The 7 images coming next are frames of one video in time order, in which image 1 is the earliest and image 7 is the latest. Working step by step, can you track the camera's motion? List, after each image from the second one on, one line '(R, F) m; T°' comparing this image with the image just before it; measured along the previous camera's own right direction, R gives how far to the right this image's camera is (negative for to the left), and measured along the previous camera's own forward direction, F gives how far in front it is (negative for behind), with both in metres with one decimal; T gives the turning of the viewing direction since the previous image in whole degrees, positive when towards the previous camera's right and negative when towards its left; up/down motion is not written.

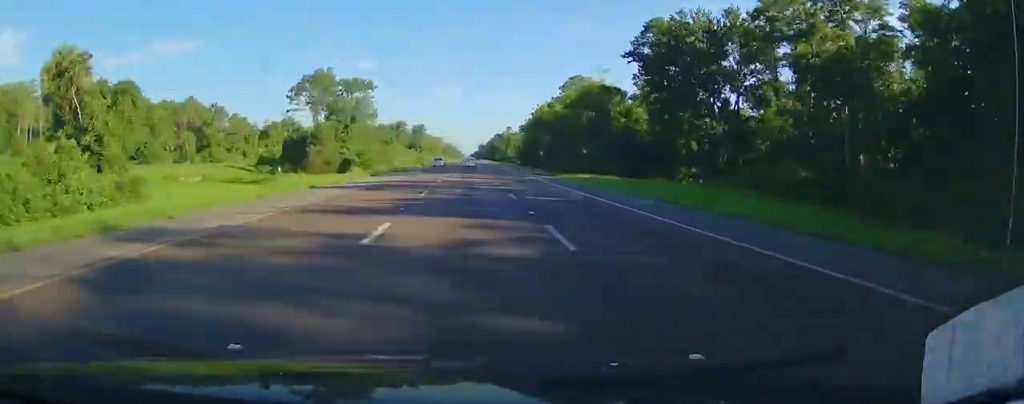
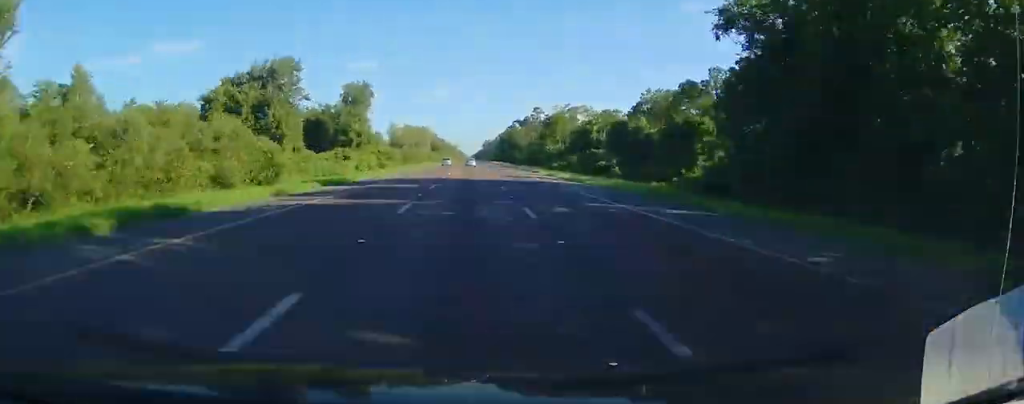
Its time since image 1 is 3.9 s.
(-0.4, +130.5) m; 0°
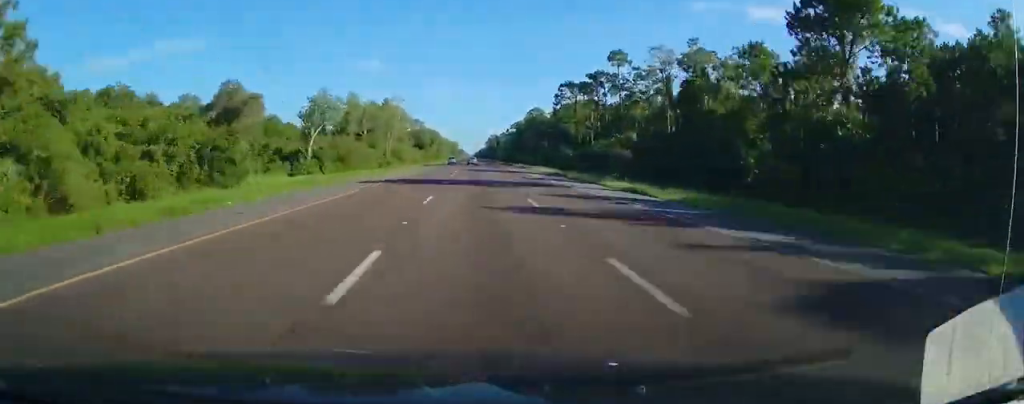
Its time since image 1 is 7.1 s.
(-0.4, +106.1) m; 0°
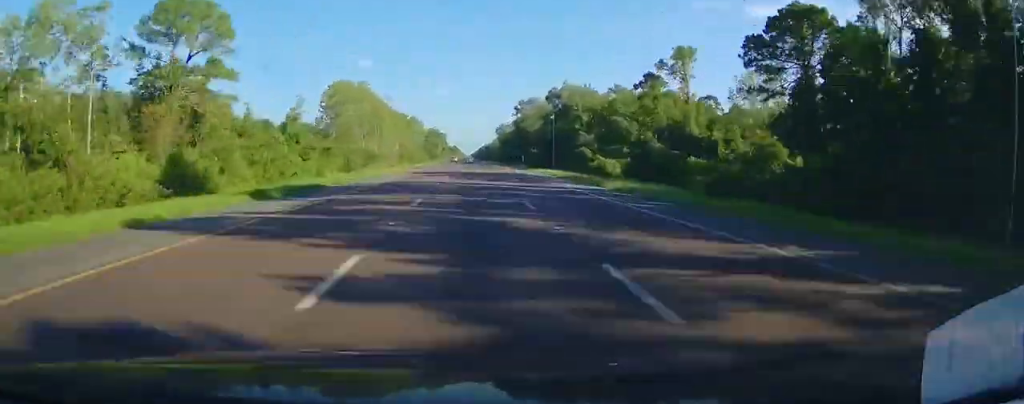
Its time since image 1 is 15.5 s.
(+1.4, +279.5) m; 0°
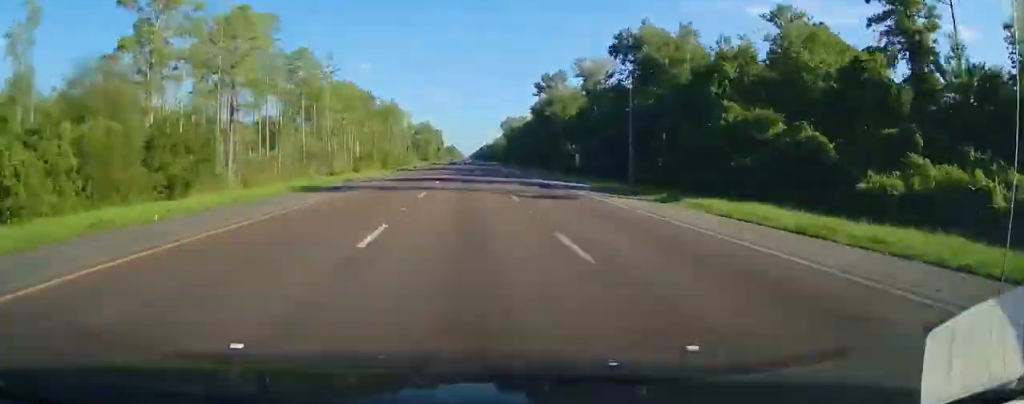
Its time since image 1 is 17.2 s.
(+0.2, +56.7) m; 0°
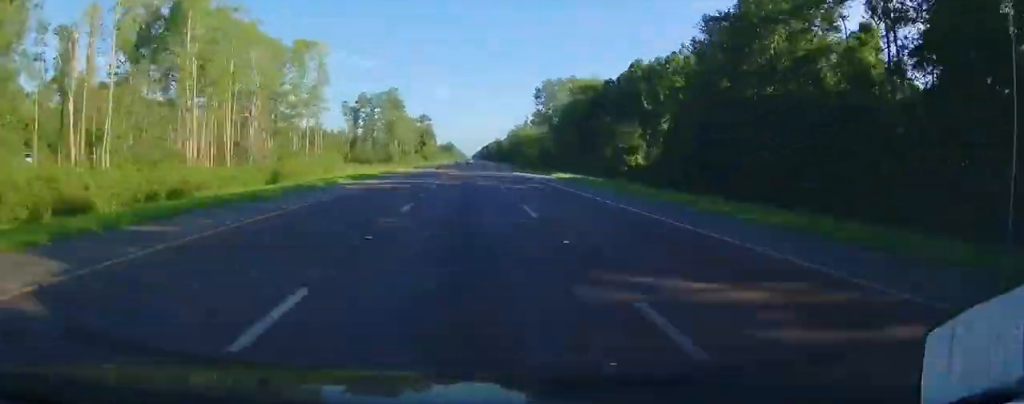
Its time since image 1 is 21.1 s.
(-0.4, +127.7) m; 0°
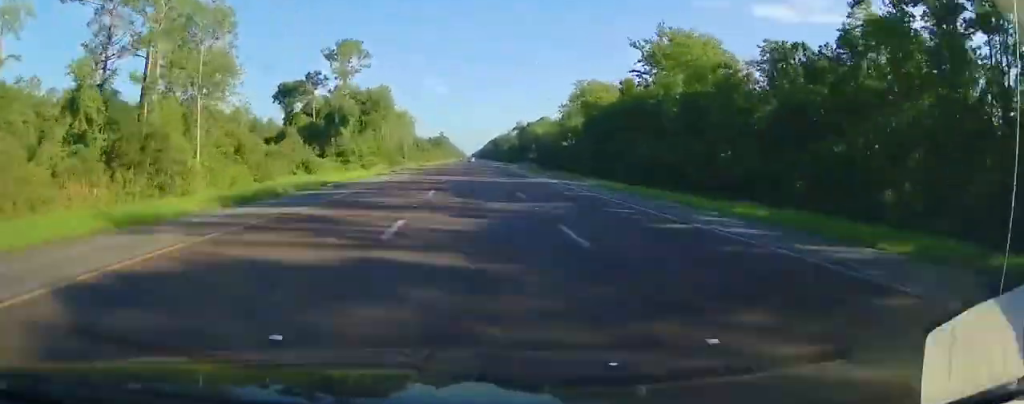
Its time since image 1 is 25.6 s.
(+0.8, +149.4) m; 0°
